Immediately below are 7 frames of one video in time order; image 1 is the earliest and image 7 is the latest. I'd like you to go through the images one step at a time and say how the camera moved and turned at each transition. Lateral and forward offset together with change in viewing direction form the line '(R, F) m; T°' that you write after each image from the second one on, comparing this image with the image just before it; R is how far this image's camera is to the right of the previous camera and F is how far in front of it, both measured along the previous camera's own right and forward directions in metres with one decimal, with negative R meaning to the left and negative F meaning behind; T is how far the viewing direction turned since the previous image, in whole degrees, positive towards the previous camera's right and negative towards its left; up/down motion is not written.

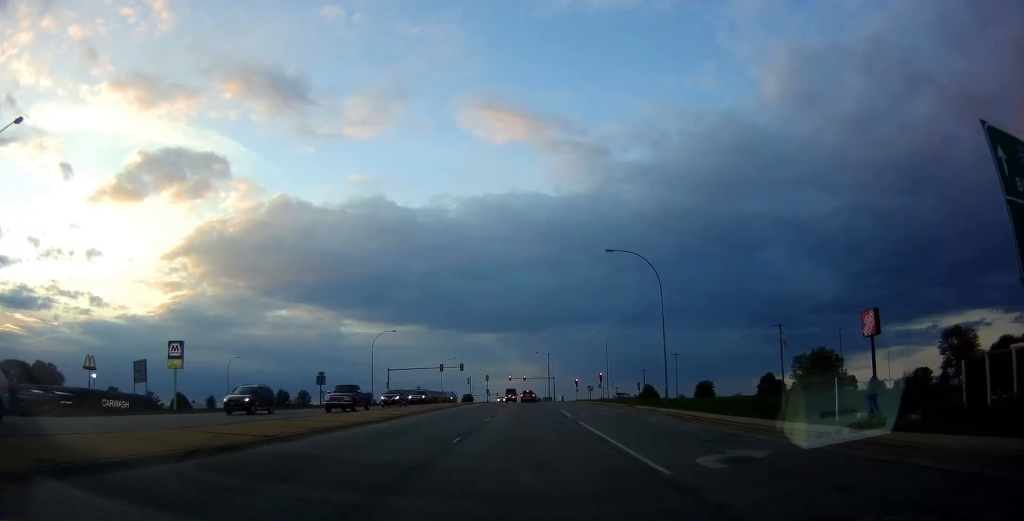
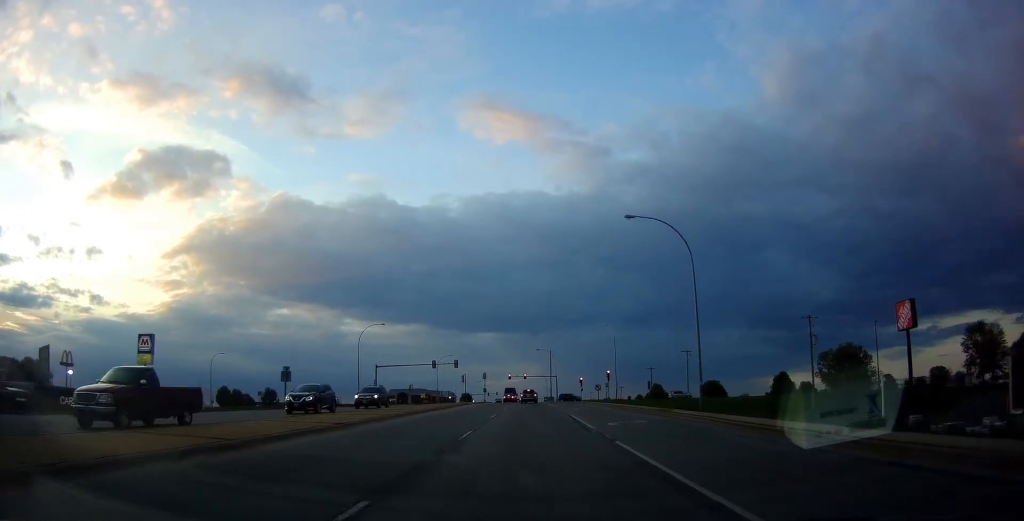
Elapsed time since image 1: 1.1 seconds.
(0.0, +9.5) m; 0°
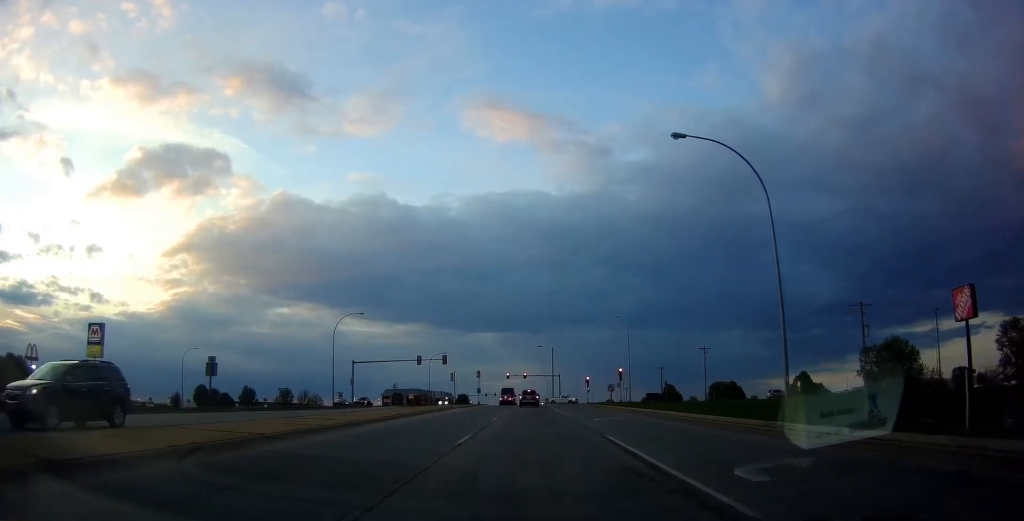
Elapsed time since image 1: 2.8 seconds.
(0.0, +13.4) m; 0°
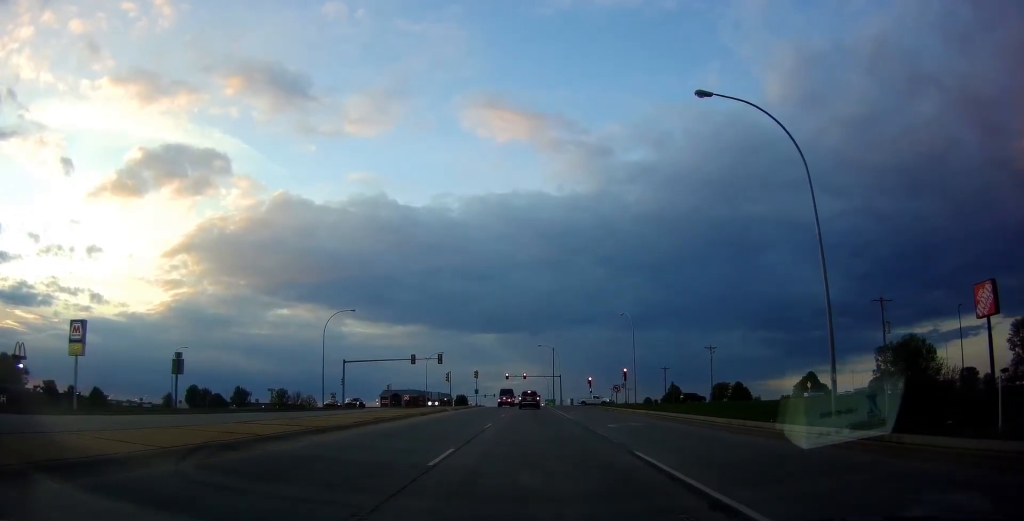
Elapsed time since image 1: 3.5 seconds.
(0.0, +4.4) m; 0°
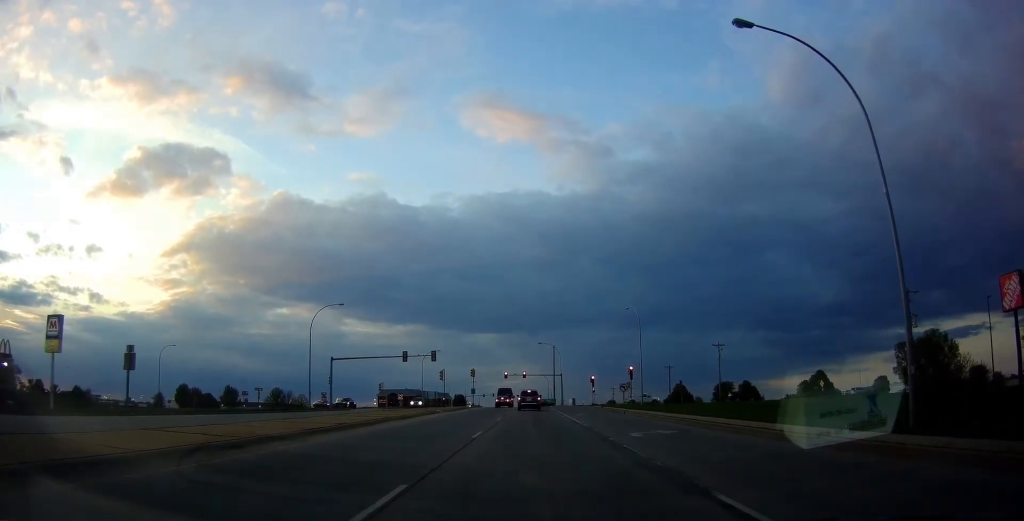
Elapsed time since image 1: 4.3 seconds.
(0.0, +5.3) m; 0°
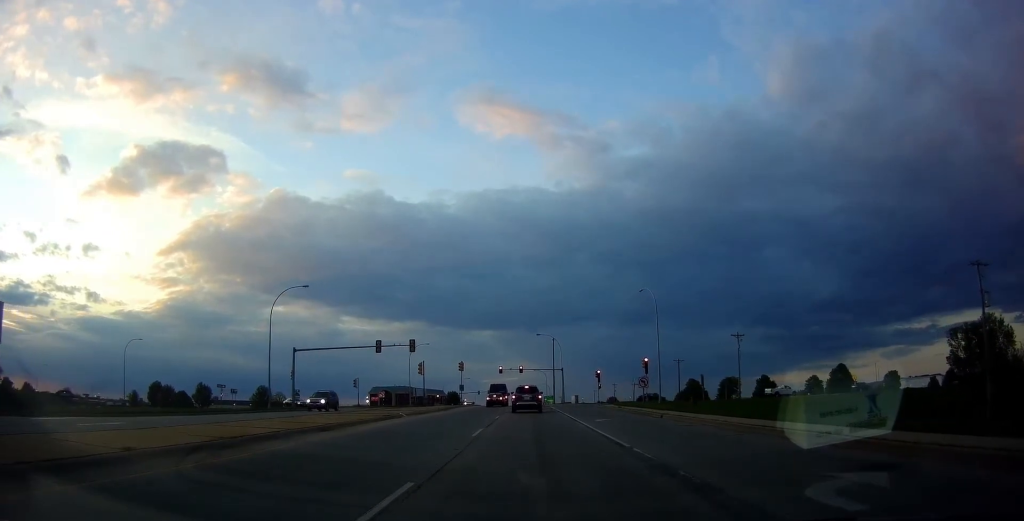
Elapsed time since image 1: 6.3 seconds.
(0.0, +12.1) m; 0°
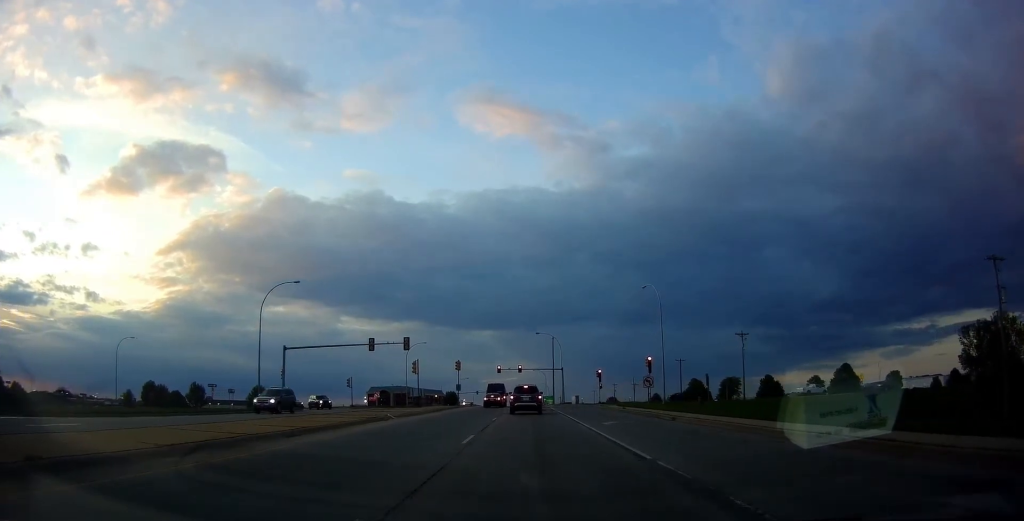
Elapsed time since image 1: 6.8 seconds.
(0.0, +2.5) m; 0°
